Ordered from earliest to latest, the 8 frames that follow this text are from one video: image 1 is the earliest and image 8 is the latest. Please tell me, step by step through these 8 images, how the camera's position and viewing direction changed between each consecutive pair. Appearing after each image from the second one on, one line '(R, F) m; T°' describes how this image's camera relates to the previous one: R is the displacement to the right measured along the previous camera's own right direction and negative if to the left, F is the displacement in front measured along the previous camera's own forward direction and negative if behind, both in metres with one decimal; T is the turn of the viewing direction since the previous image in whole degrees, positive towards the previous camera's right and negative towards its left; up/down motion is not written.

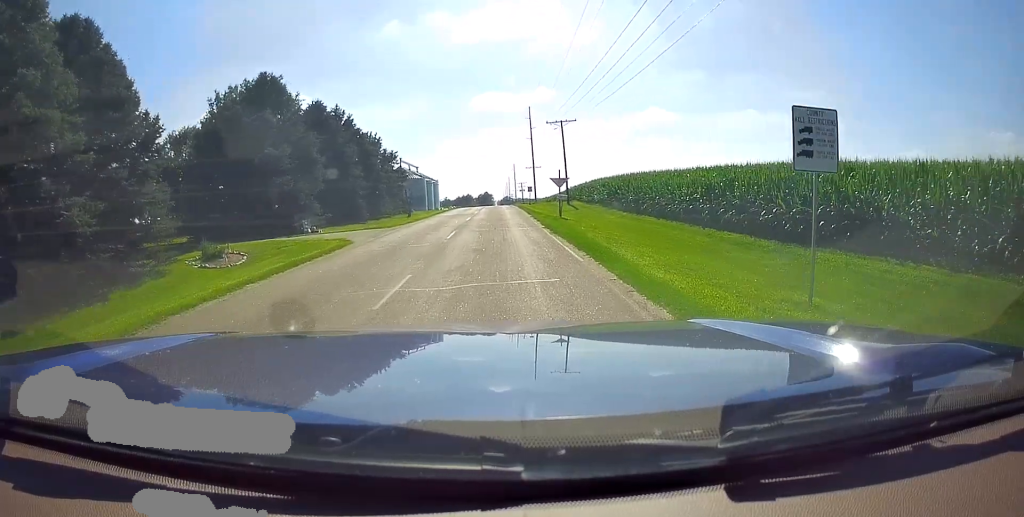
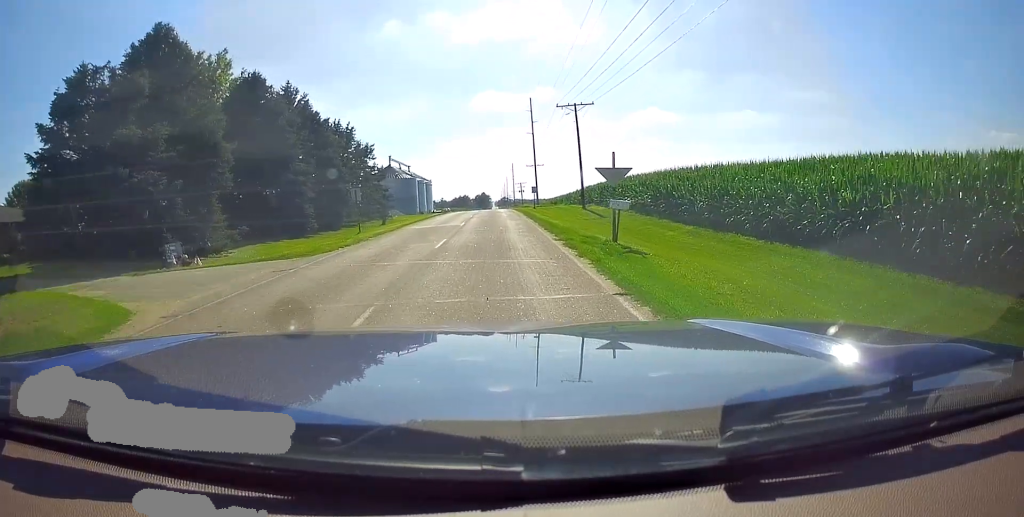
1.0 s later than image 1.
(-0.1, +14.8) m; -2°
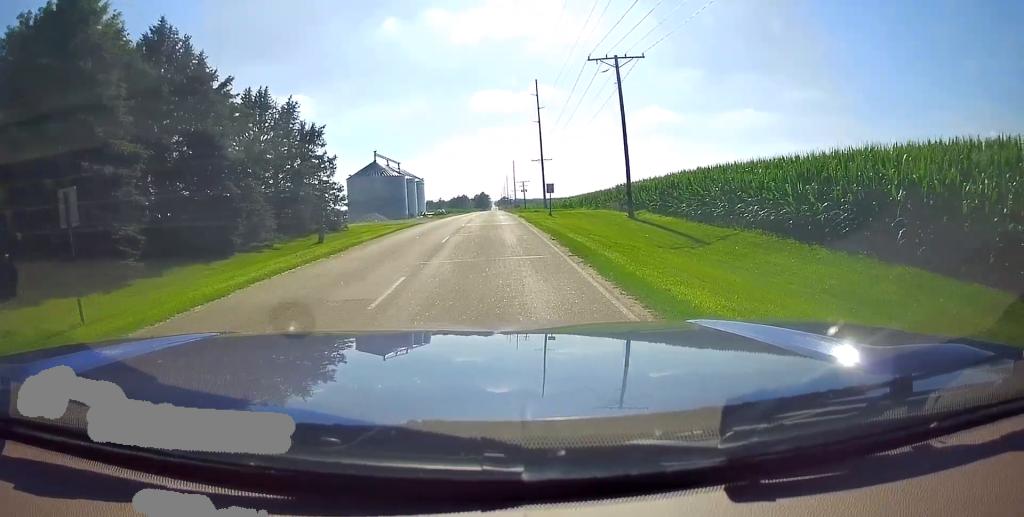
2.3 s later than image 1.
(-0.9, +20.3) m; -2°
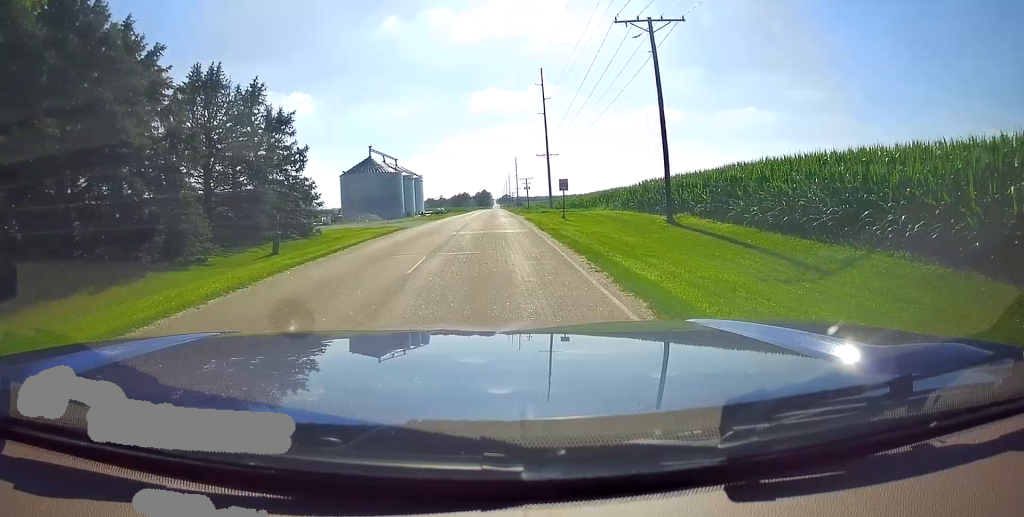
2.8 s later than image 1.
(+0.1, +8.0) m; +1°
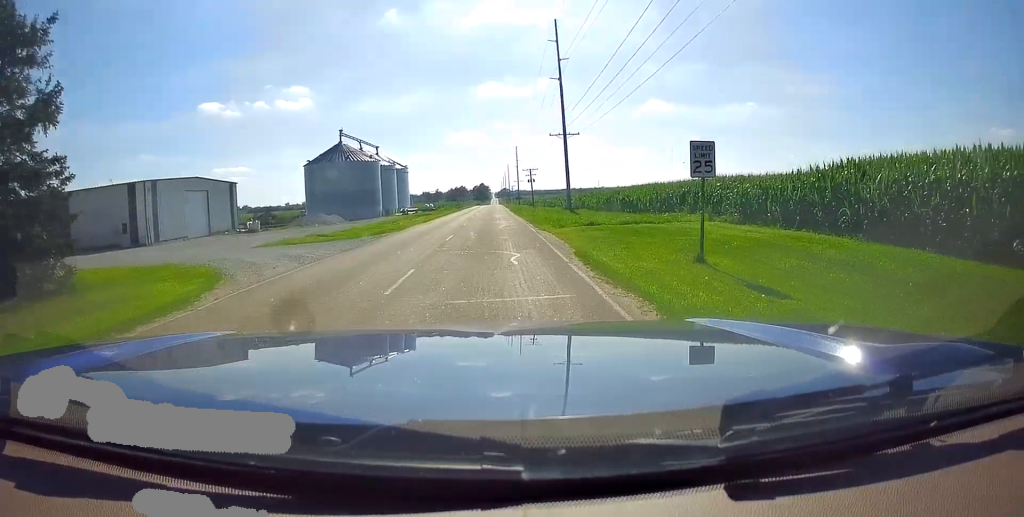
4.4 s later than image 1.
(+0.5, +25.0) m; +1°
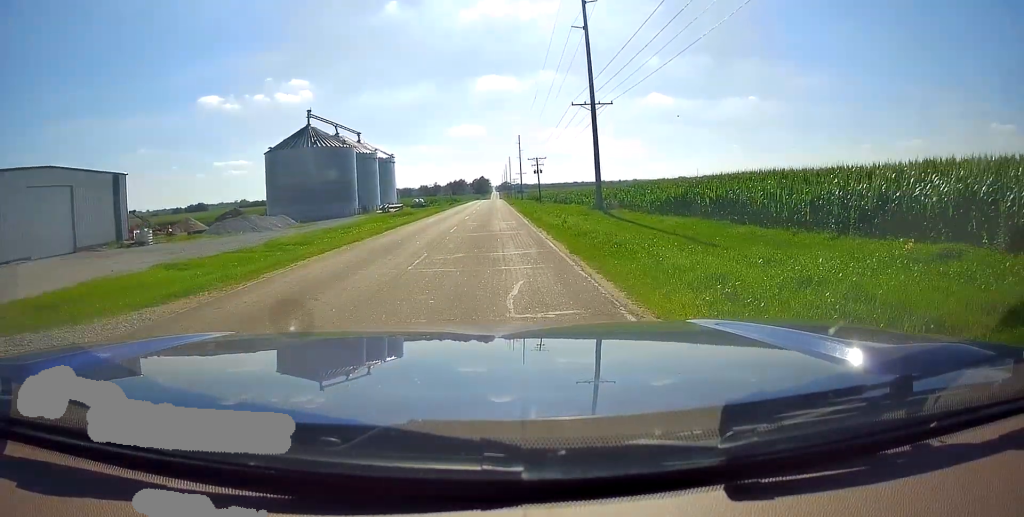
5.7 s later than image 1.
(0.0, +20.5) m; 0°
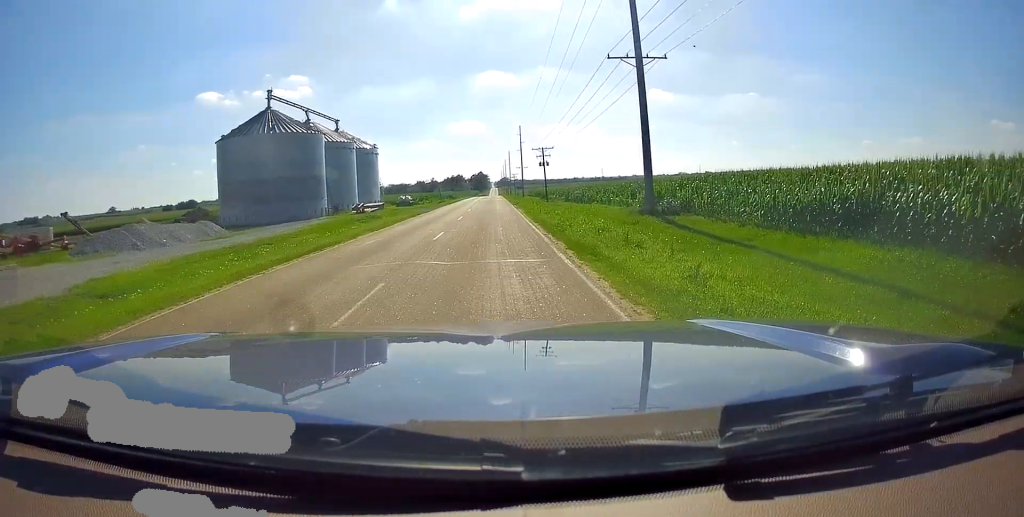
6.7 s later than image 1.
(0.0, +17.1) m; 0°
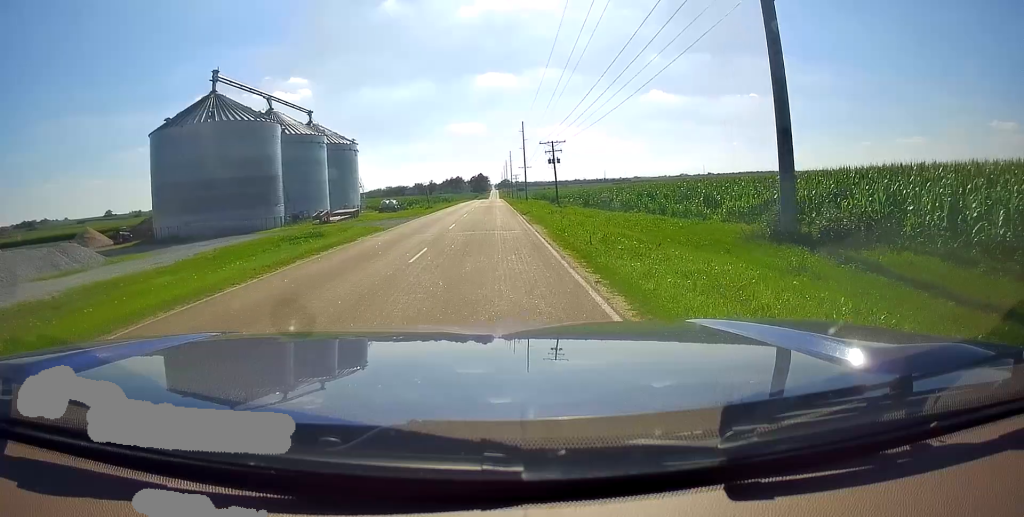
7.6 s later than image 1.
(+0.1, +16.6) m; +1°
